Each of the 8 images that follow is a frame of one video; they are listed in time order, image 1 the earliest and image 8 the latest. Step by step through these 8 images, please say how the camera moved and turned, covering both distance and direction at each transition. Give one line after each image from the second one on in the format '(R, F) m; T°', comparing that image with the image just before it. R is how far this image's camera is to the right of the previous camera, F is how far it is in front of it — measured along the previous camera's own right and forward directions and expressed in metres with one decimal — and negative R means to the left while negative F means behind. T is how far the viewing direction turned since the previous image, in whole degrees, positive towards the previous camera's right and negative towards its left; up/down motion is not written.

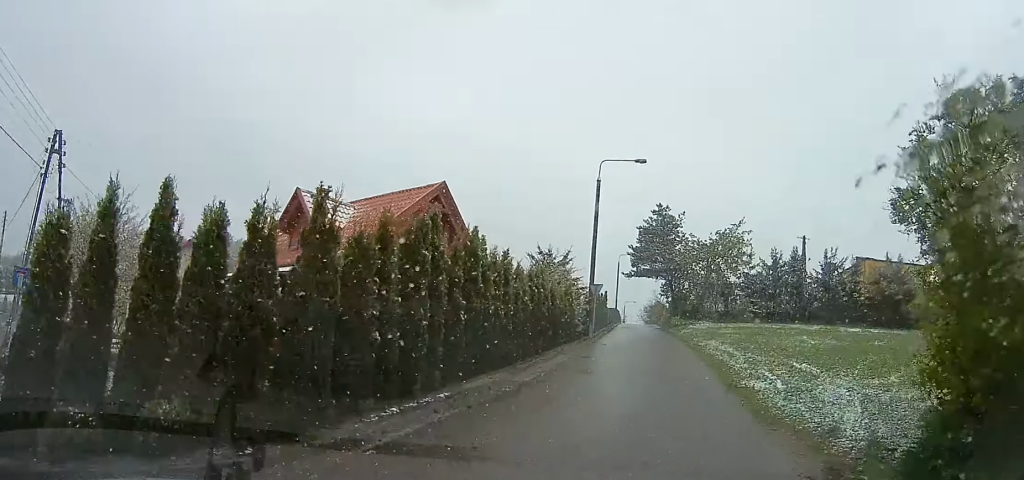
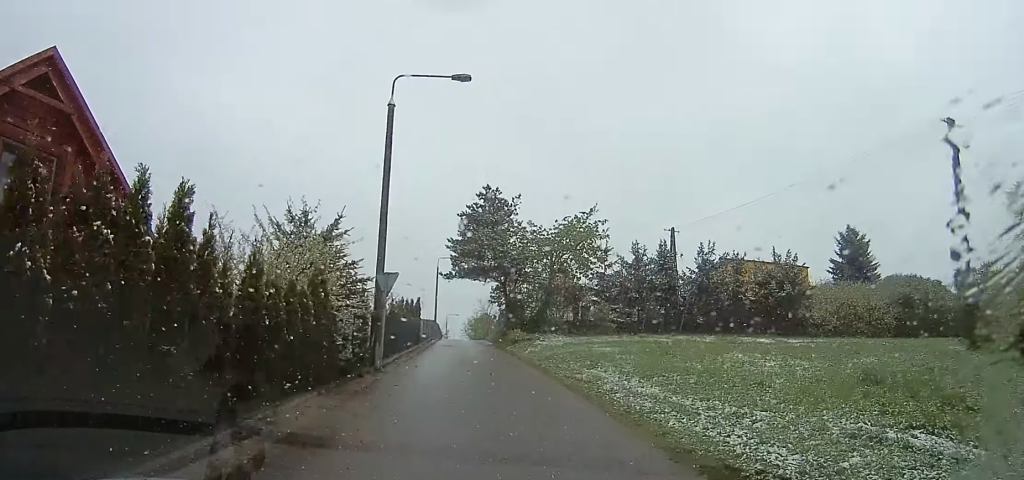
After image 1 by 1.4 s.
(+1.8, +9.1) m; +20°
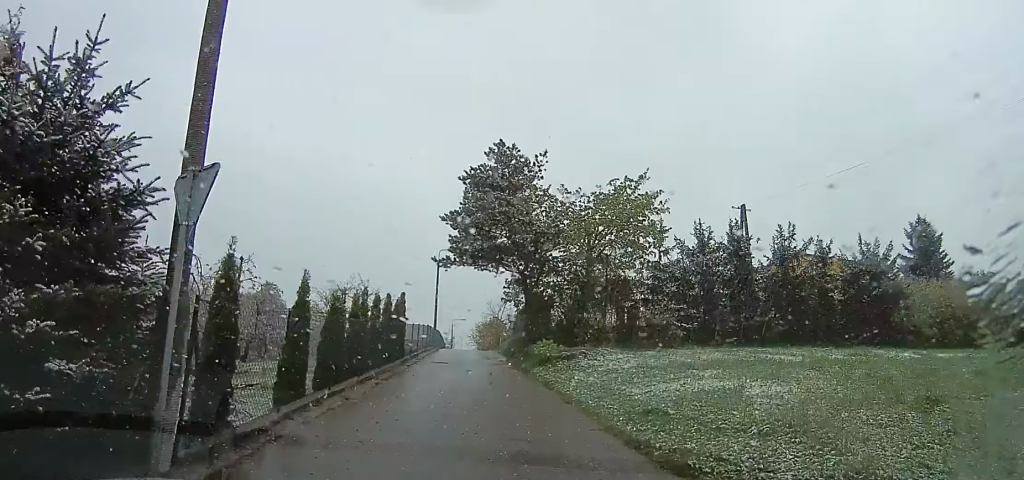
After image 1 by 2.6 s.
(+0.5, +9.1) m; +3°
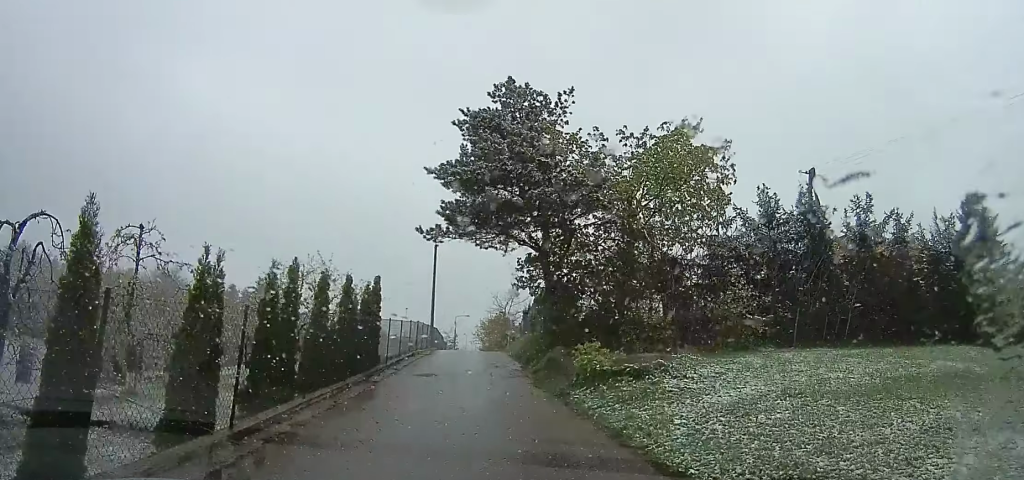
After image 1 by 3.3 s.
(0.0, +6.0) m; 0°
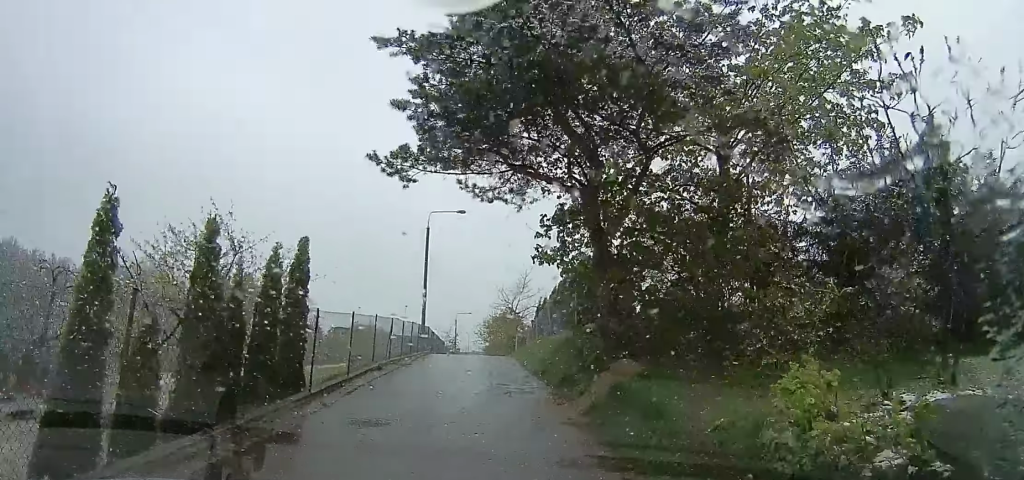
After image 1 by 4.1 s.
(0.0, +6.8) m; 0°
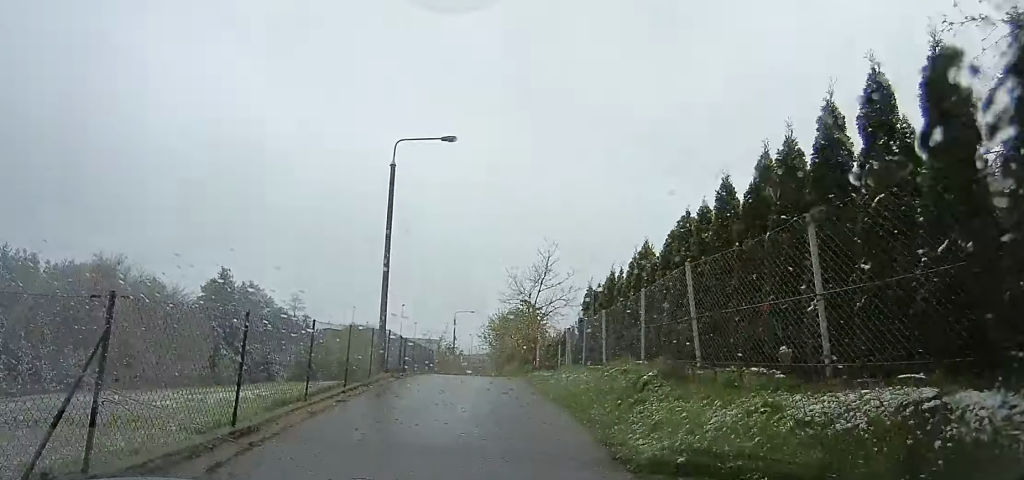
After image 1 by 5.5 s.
(0.0, +12.2) m; -8°
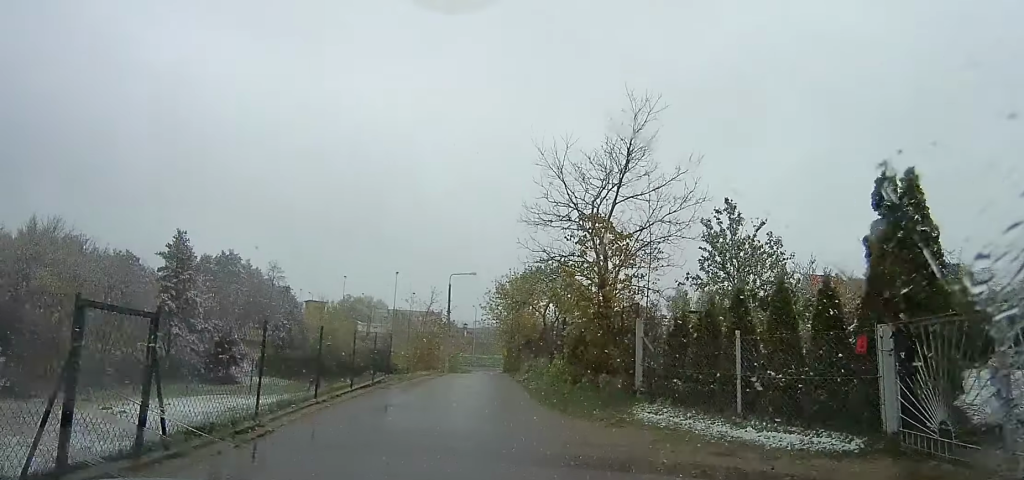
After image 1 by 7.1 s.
(-0.9, +15.6) m; +3°
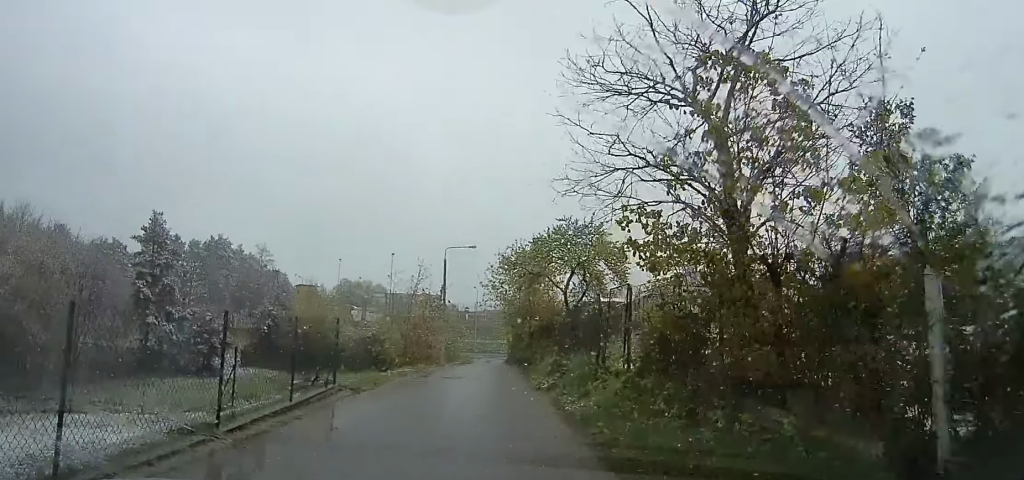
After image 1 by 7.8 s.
(+0.5, +6.2) m; +5°
